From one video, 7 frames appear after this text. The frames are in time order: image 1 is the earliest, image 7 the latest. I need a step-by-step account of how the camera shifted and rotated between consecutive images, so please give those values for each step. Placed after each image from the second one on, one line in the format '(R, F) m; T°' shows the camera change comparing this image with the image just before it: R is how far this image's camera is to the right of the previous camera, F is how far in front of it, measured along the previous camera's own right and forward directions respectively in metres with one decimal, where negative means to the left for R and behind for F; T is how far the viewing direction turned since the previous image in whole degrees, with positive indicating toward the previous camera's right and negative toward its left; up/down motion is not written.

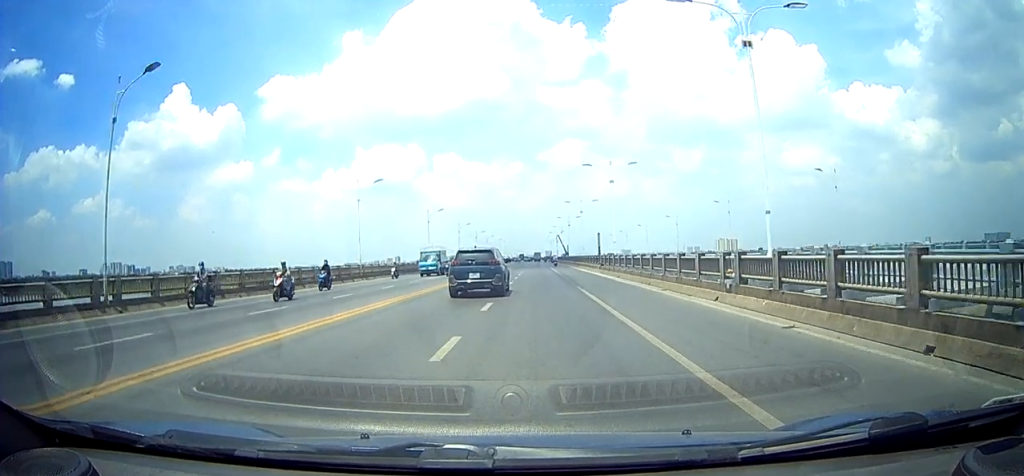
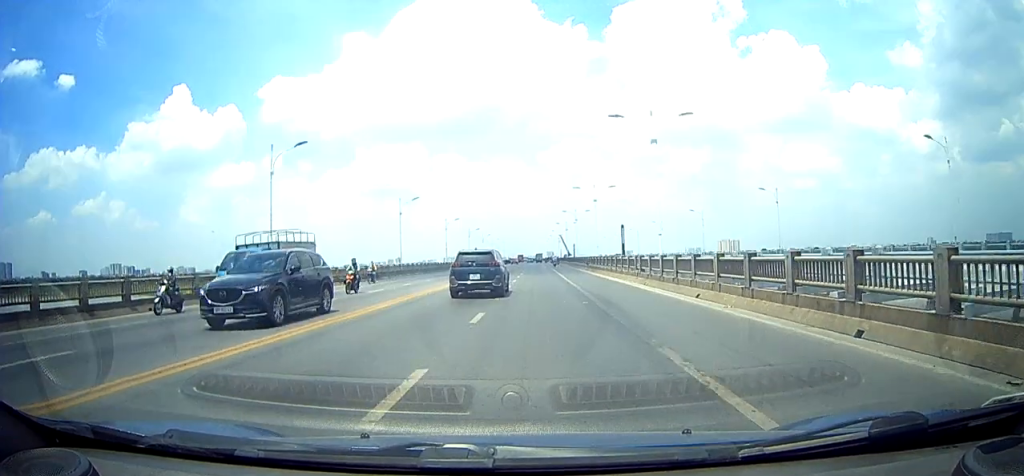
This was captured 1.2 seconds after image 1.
(-0.2, +14.6) m; 0°
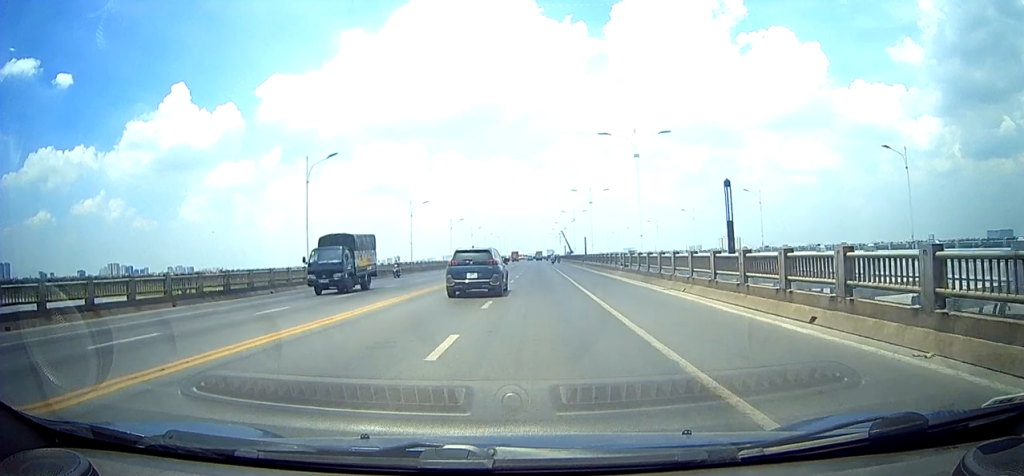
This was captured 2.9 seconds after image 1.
(+1.0, +21.5) m; 0°
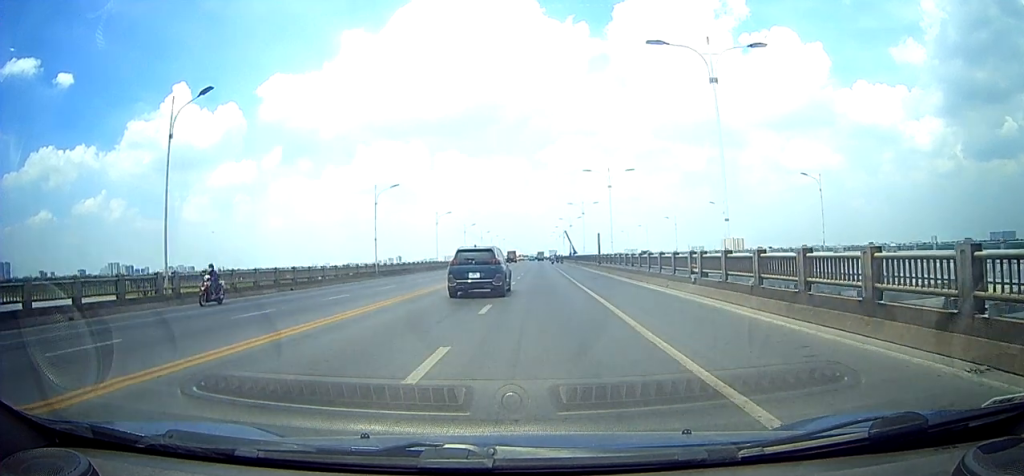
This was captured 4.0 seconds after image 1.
(-1.1, +14.3) m; -3°
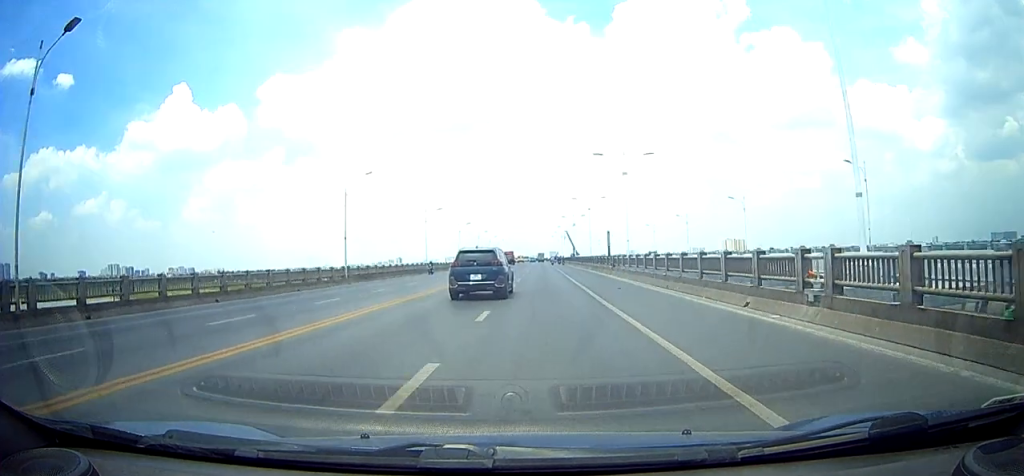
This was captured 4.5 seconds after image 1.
(-0.1, +7.7) m; +2°
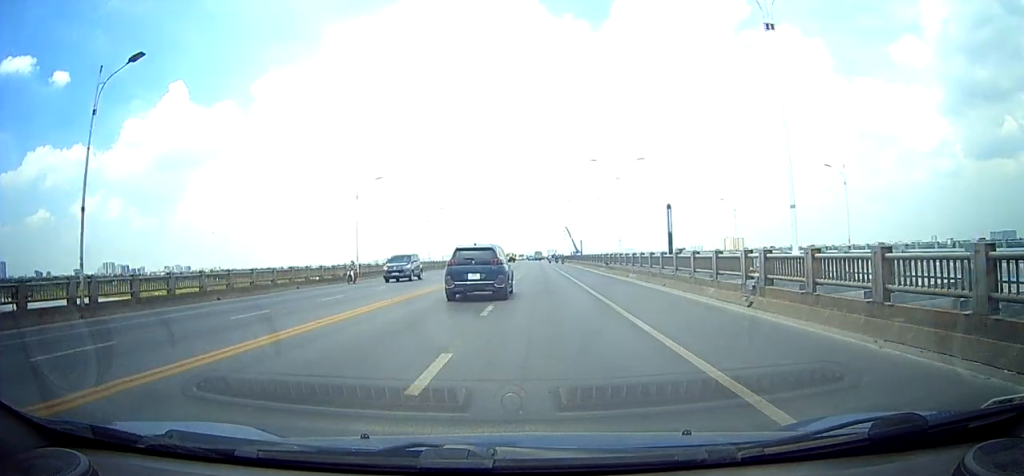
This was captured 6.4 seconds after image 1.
(+1.3, +25.7) m; +3°
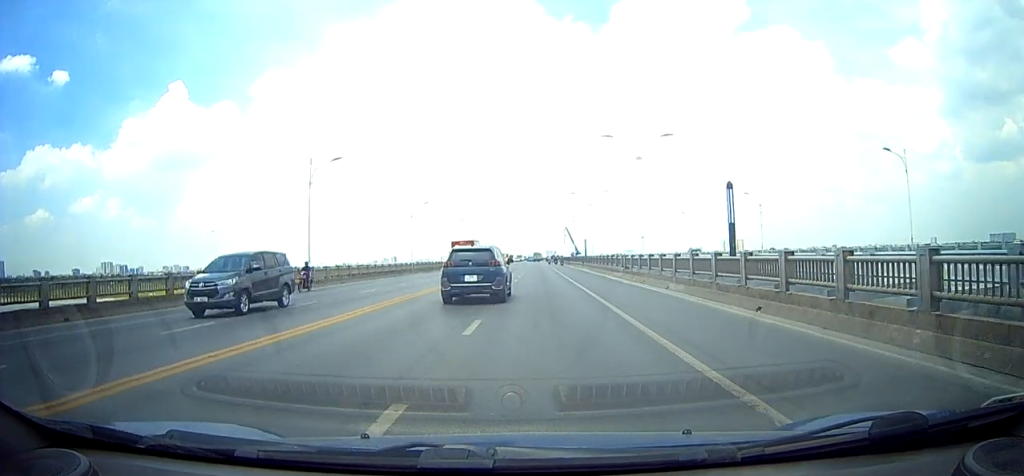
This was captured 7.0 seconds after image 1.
(-0.1, +9.6) m; -1°
